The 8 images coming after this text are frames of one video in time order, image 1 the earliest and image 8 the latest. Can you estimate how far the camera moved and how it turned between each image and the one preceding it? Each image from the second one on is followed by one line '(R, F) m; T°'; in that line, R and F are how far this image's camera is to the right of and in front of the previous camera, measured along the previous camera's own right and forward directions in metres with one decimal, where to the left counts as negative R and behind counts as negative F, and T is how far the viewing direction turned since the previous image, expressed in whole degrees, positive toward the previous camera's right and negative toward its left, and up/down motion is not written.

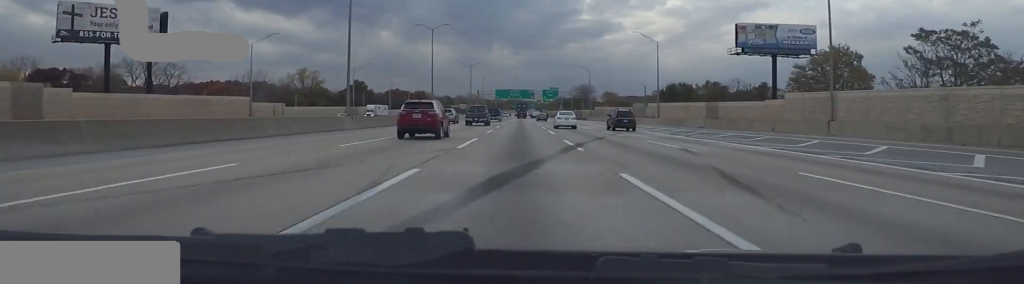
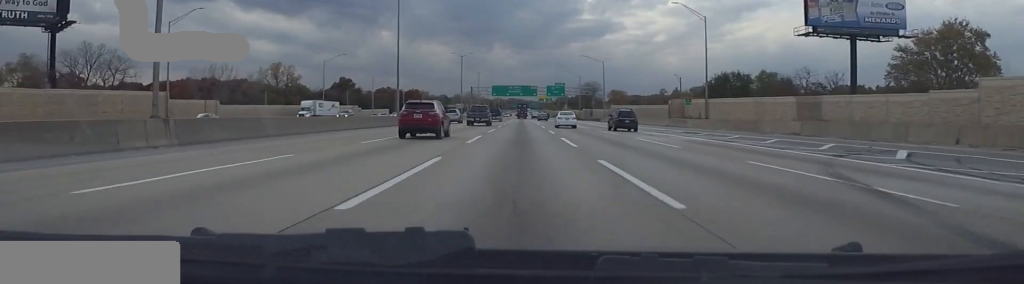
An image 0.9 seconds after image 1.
(0.0, +27.0) m; 0°
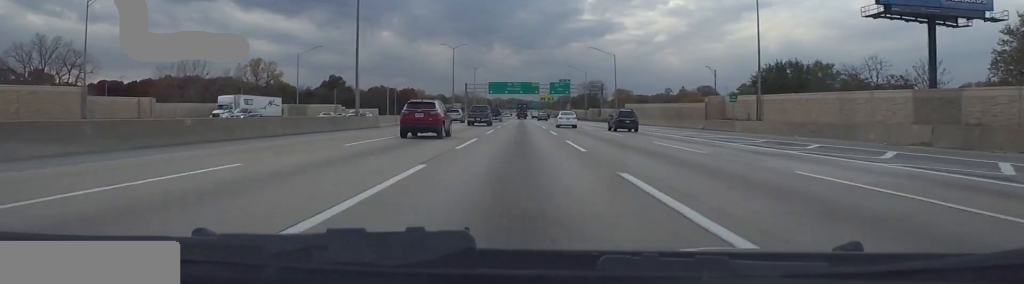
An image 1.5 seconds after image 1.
(0.0, +17.1) m; 0°
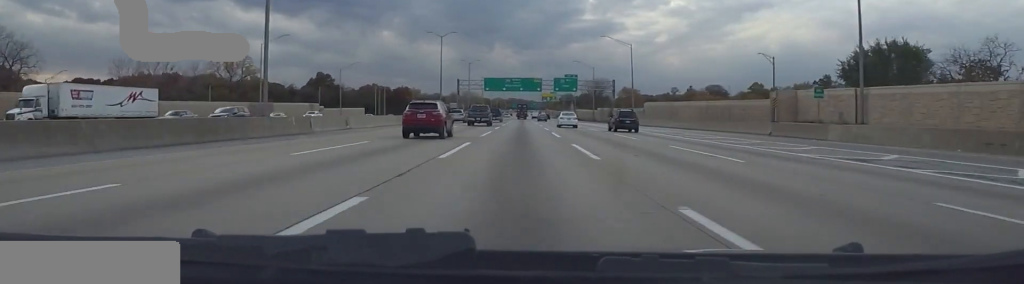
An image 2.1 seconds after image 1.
(0.0, +18.5) m; 0°
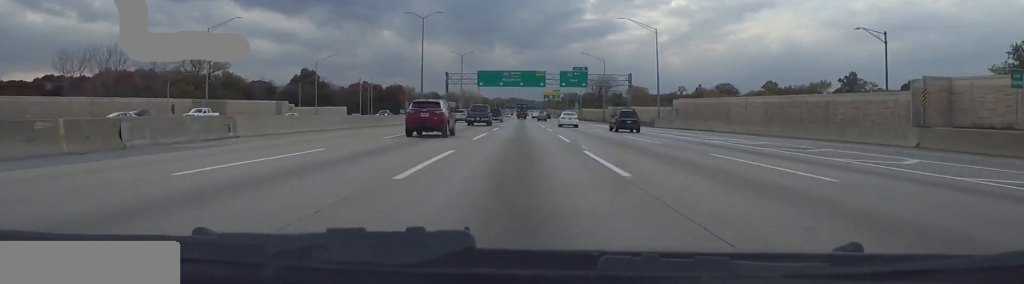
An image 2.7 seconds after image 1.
(0.0, +19.7) m; 0°
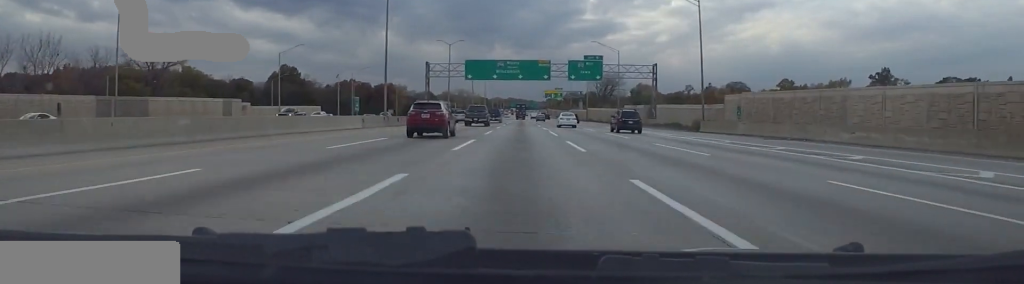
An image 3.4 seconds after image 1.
(0.0, +21.9) m; 0°
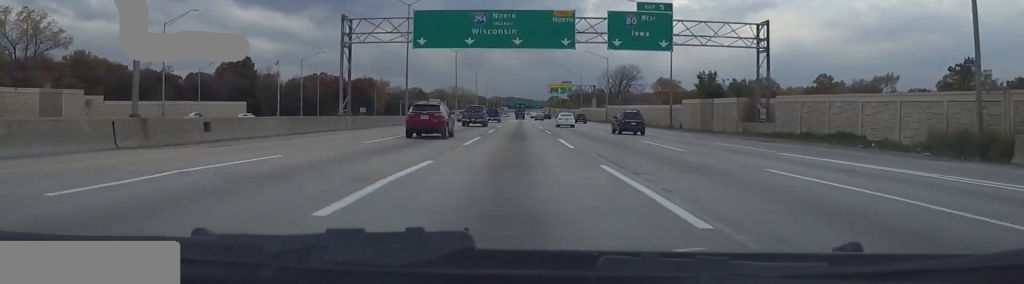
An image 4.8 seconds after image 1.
(0.0, +42.6) m; 0°
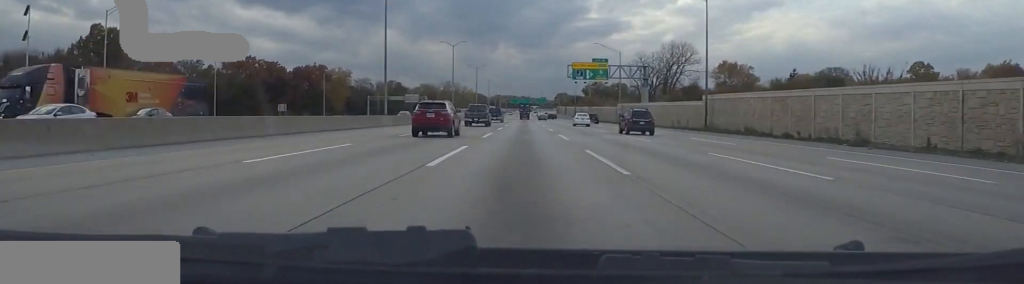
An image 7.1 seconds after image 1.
(0.0, +72.0) m; 0°
